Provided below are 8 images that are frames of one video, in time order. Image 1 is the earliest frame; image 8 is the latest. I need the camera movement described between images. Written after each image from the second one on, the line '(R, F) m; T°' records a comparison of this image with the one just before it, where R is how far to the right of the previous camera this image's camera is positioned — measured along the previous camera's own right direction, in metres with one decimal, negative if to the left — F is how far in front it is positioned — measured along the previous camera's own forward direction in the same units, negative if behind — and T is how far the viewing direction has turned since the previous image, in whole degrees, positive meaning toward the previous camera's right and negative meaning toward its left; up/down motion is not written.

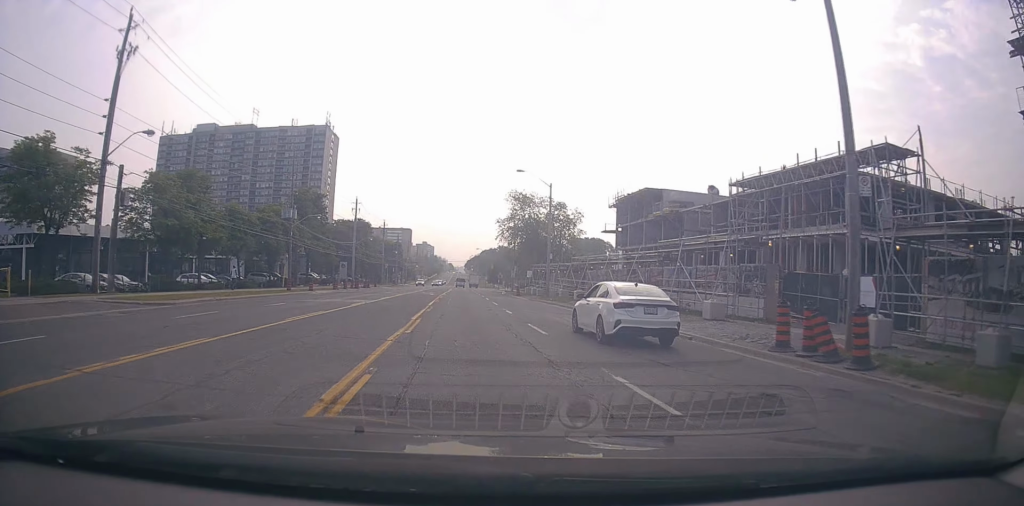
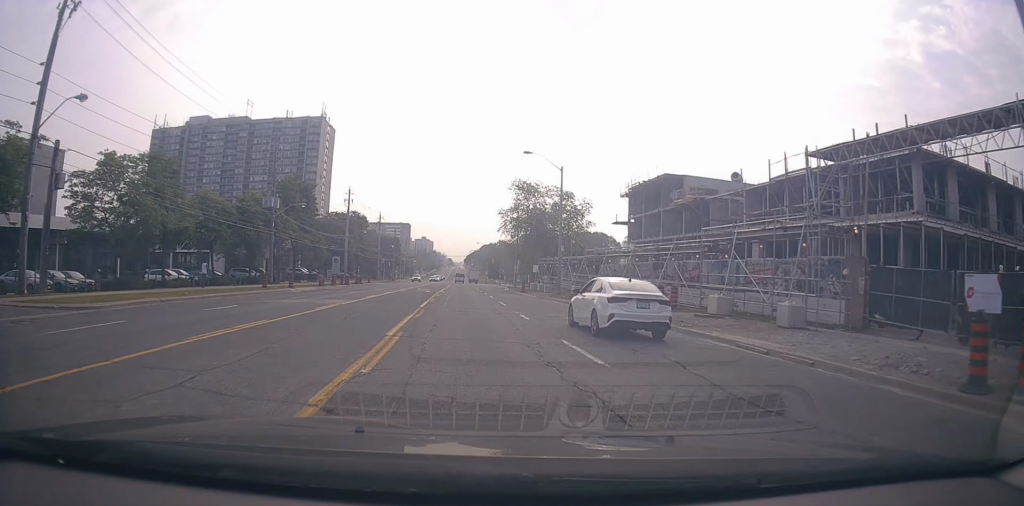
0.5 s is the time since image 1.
(+0.2, +5.9) m; 0°
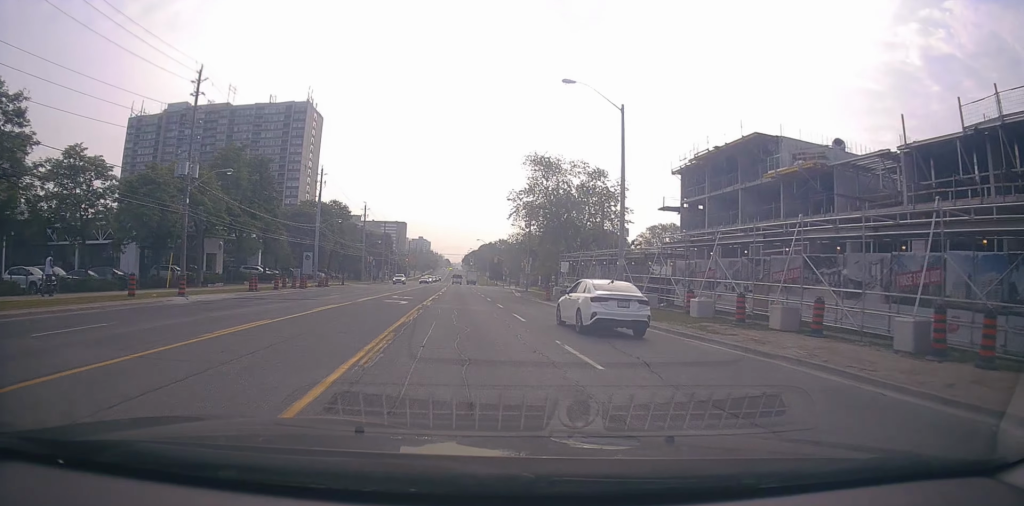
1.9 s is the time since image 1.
(-0.2, +17.9) m; 0°
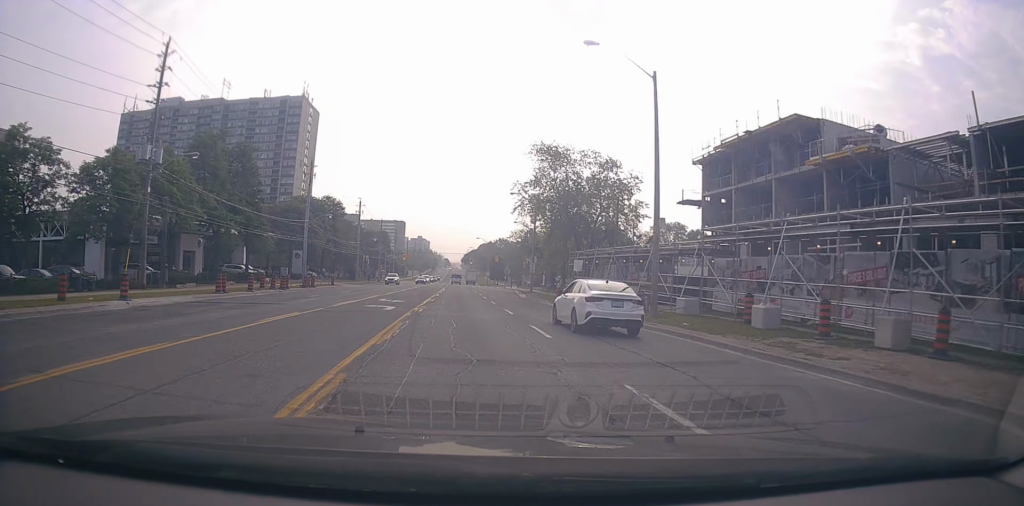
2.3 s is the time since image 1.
(+0.1, +5.1) m; 0°
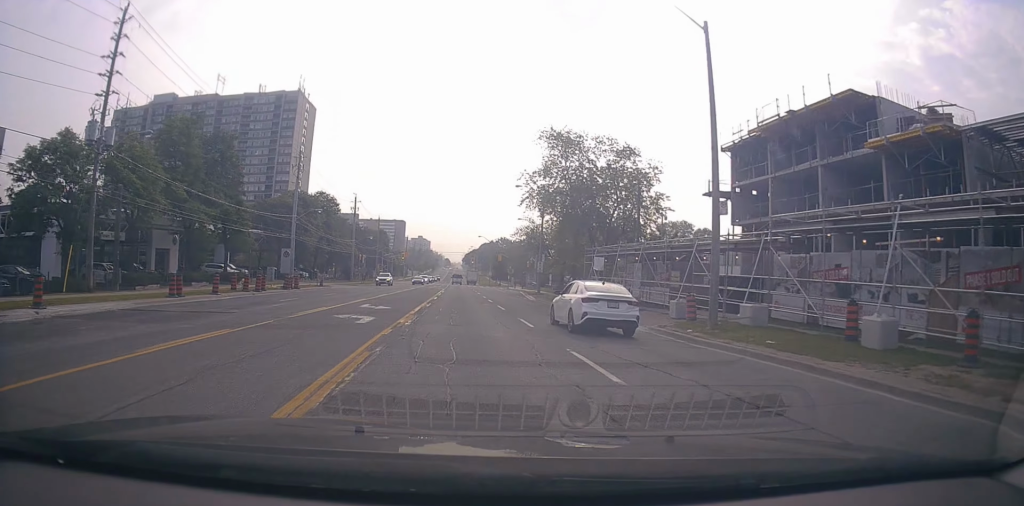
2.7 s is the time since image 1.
(+0.1, +5.5) m; 0°
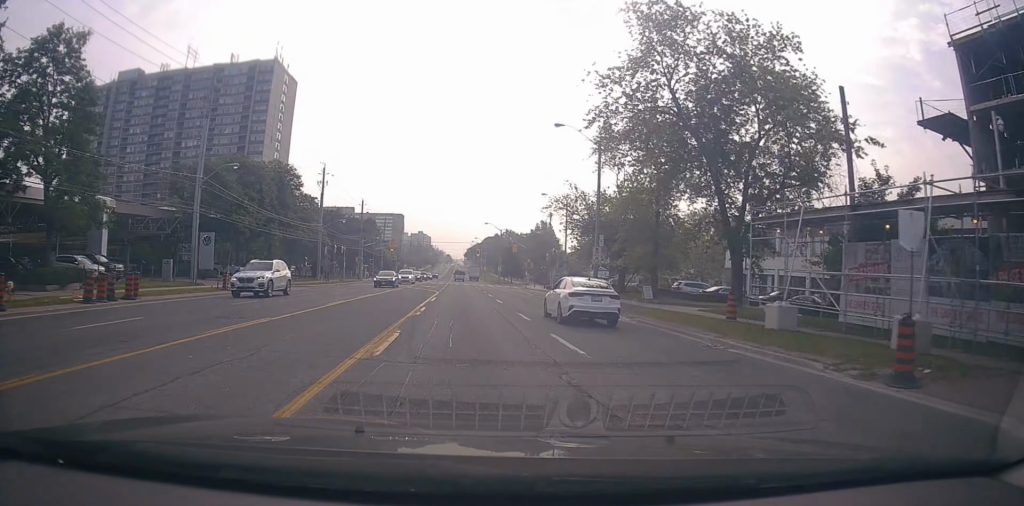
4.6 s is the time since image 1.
(+0.2, +24.7) m; +2°
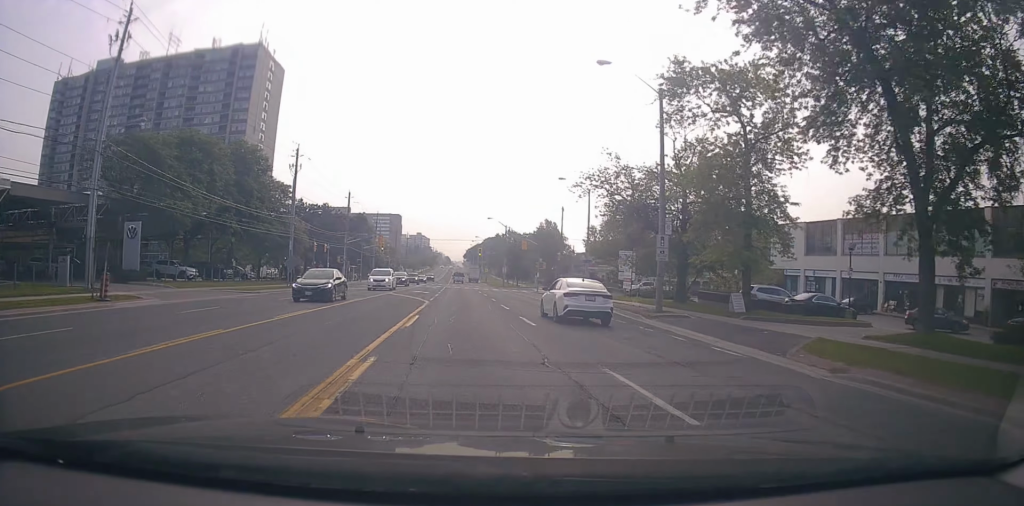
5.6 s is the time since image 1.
(+0.1, +12.3) m; -3°
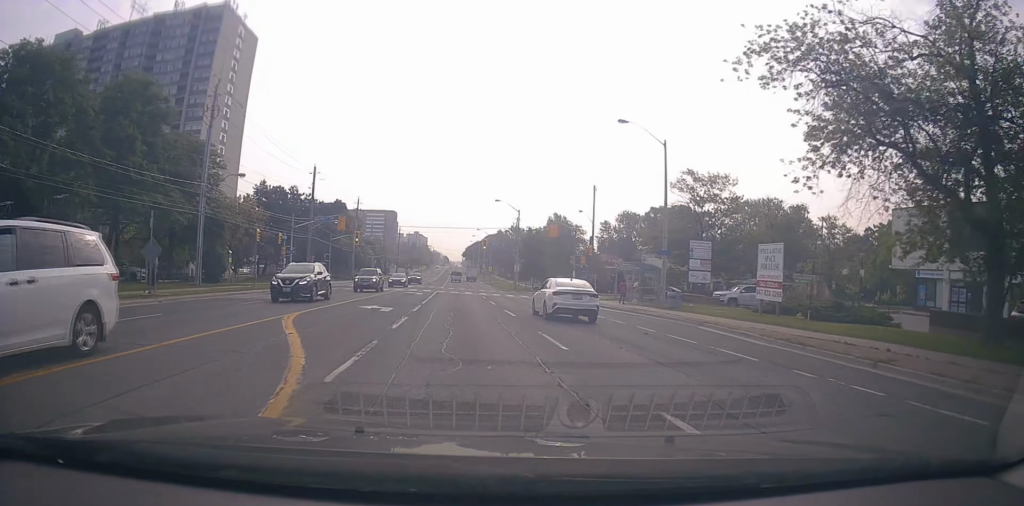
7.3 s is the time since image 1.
(-0.5, +22.1) m; +2°
